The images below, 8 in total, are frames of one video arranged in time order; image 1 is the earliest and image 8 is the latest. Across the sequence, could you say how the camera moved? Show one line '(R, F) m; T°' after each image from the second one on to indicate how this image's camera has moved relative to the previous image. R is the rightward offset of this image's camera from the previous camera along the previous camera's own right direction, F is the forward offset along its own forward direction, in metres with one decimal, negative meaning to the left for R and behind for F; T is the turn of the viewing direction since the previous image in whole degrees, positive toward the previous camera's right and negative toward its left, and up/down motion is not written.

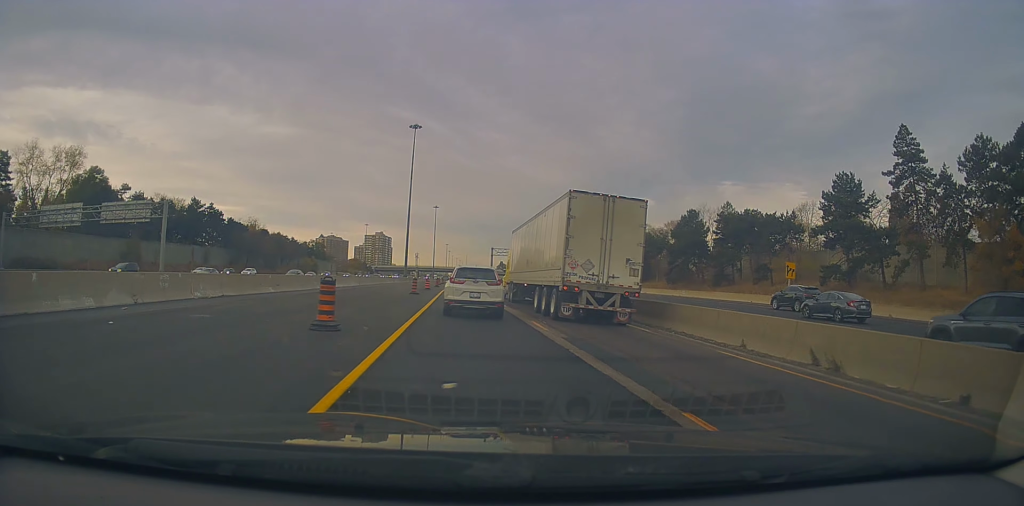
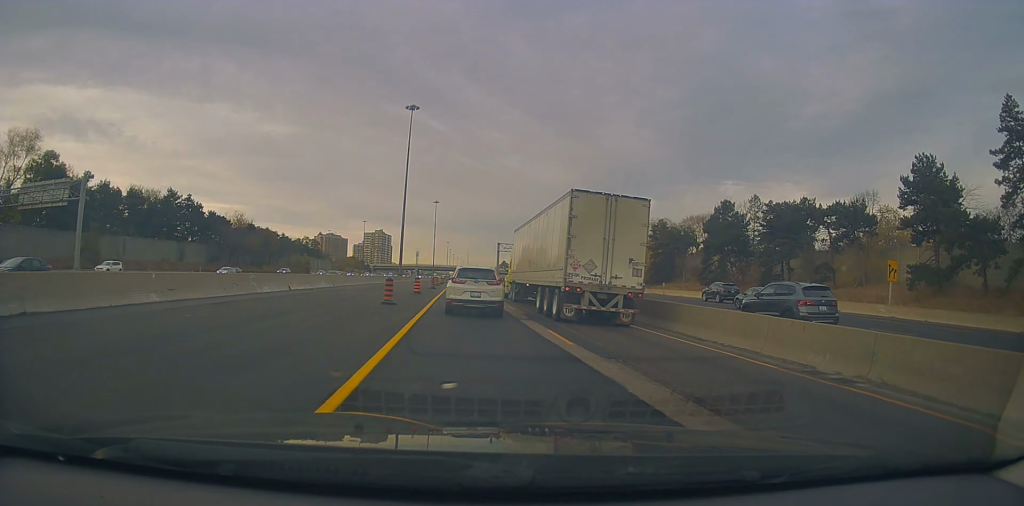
(+0.3, +13.7) m; +1°
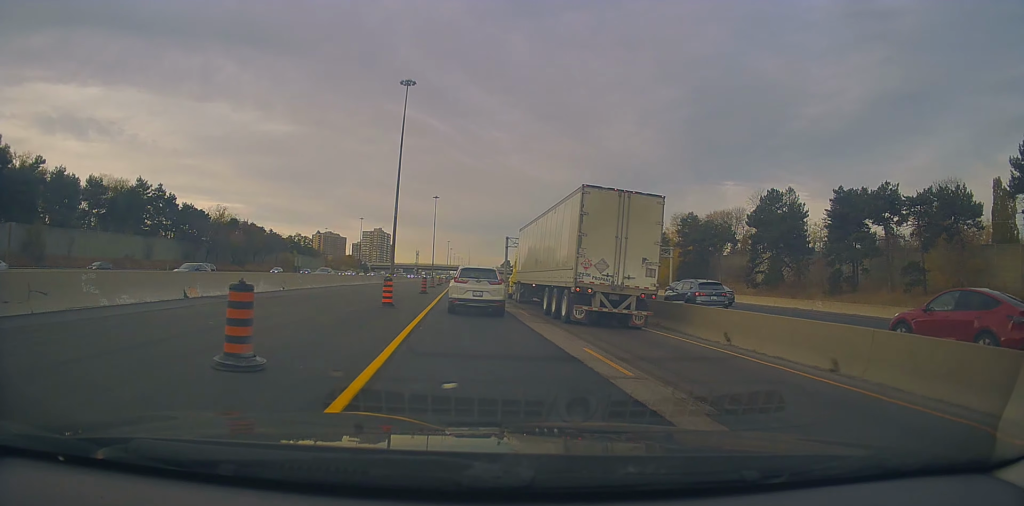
(0.0, +14.9) m; +1°
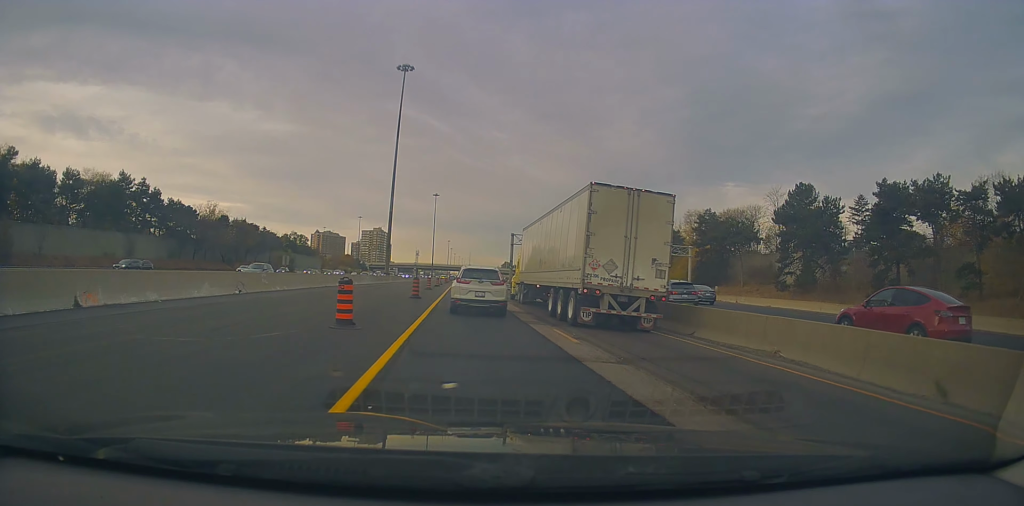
(+0.1, +7.8) m; +1°
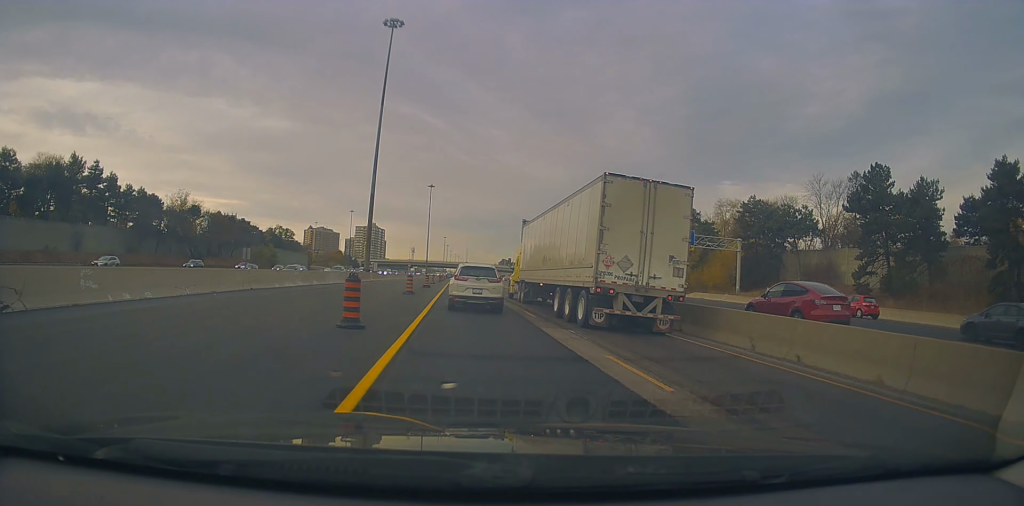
(+0.1, +17.0) m; 0°
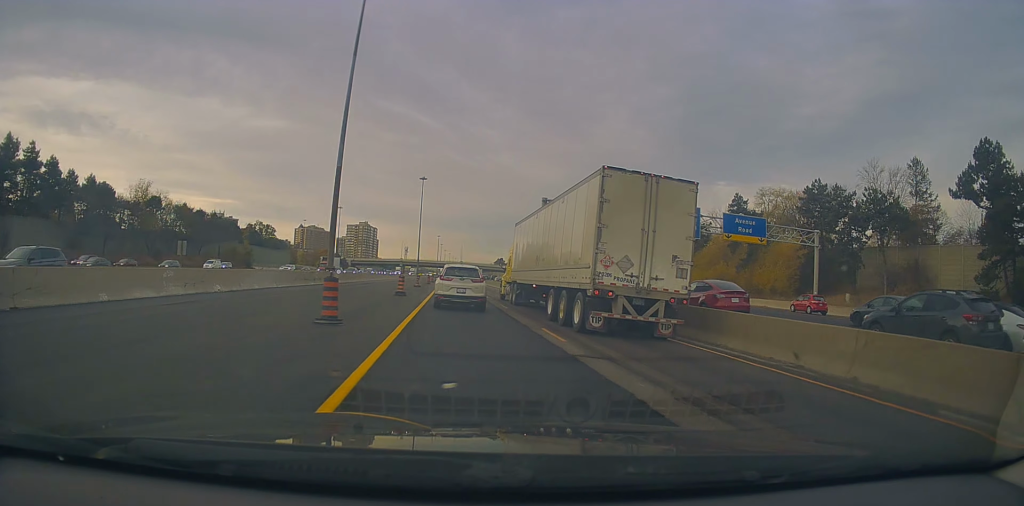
(-0.3, +19.0) m; -1°
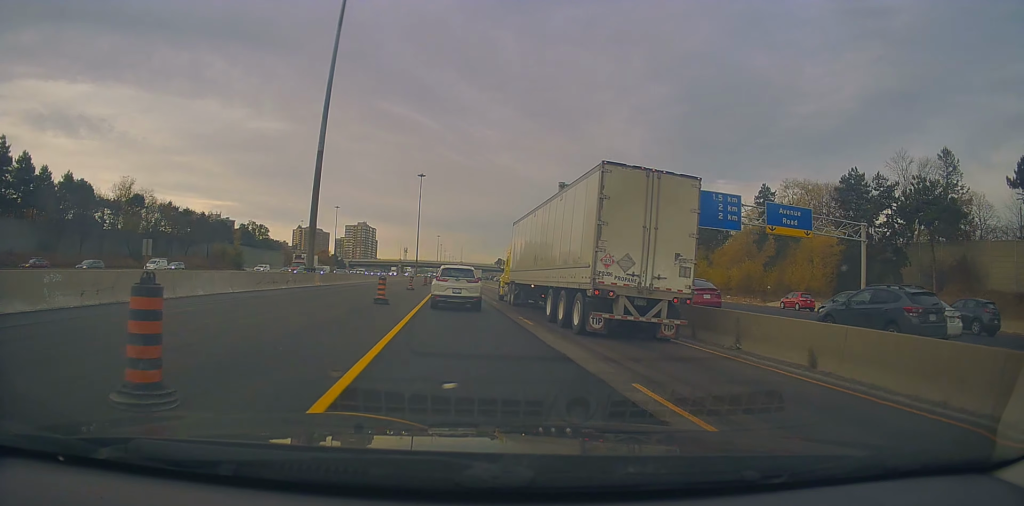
(0.0, +7.3) m; 0°
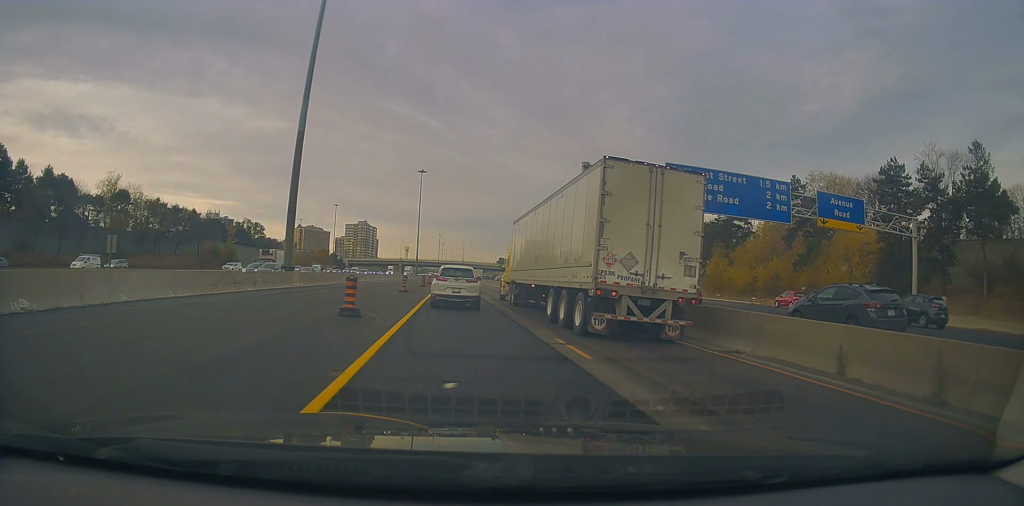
(0.0, +7.0) m; 0°
